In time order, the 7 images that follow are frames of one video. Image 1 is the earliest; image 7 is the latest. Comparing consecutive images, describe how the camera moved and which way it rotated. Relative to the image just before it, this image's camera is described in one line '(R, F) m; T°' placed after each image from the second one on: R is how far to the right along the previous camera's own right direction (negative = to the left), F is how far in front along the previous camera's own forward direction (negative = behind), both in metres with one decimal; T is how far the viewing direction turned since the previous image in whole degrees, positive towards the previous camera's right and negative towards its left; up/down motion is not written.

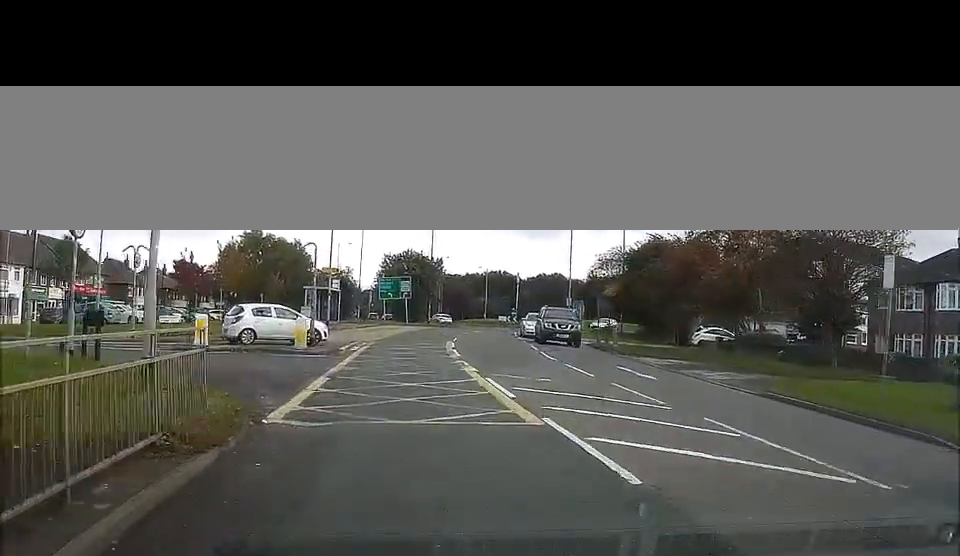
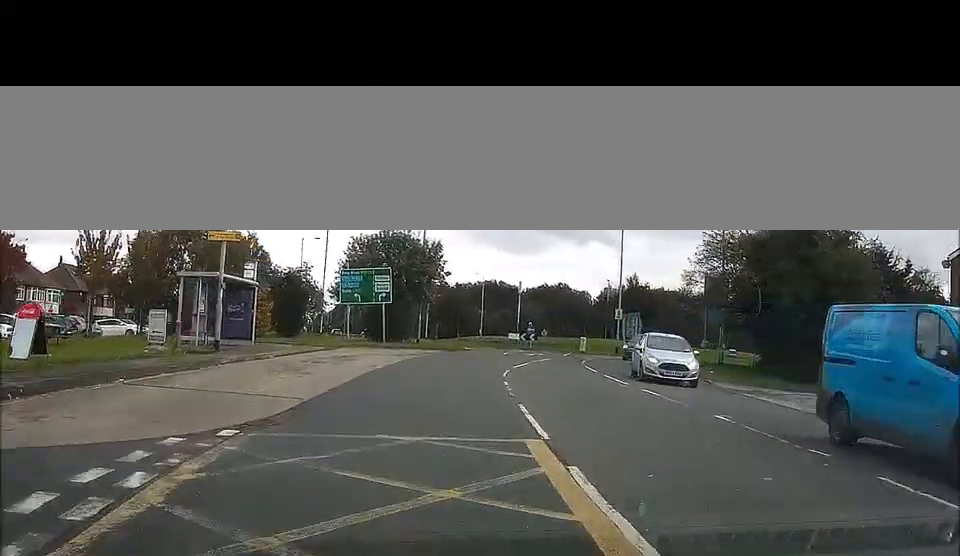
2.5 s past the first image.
(-0.4, +27.4) m; 0°
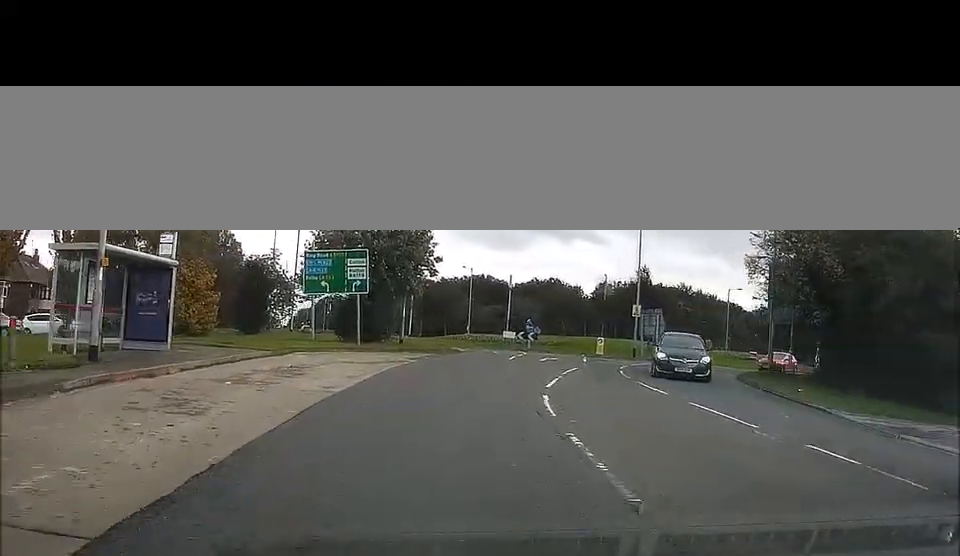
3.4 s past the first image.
(+0.2, +8.9) m; +4°
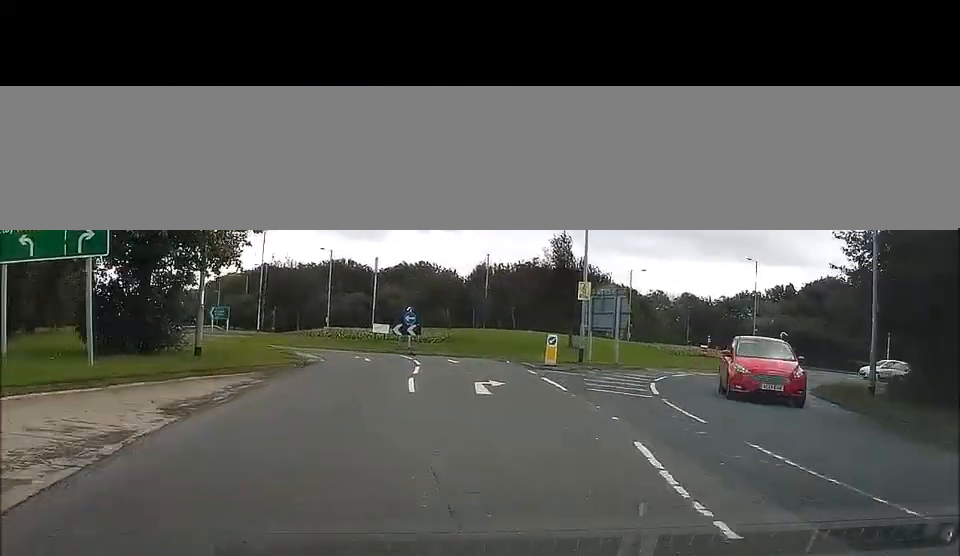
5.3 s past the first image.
(+1.6, +18.4) m; +8°
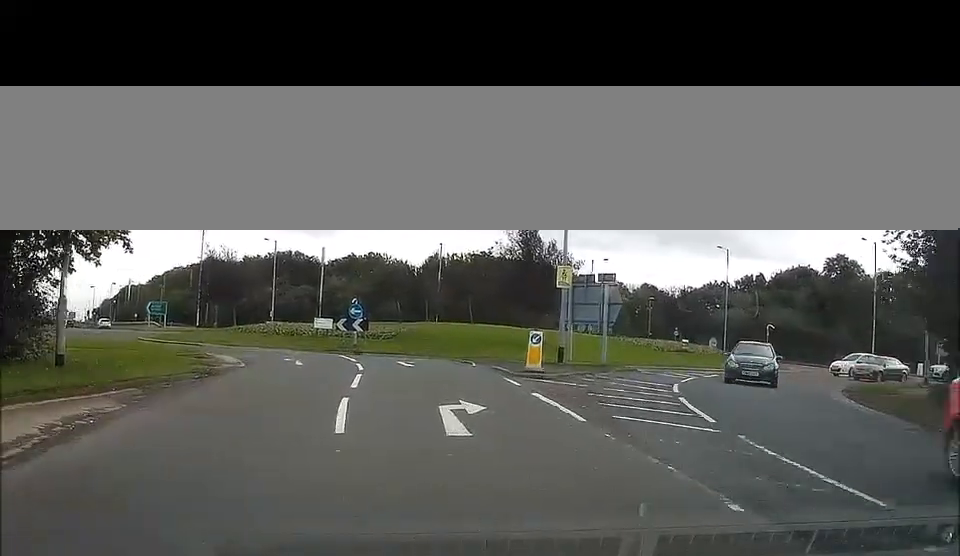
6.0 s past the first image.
(+0.1, +6.0) m; +2°
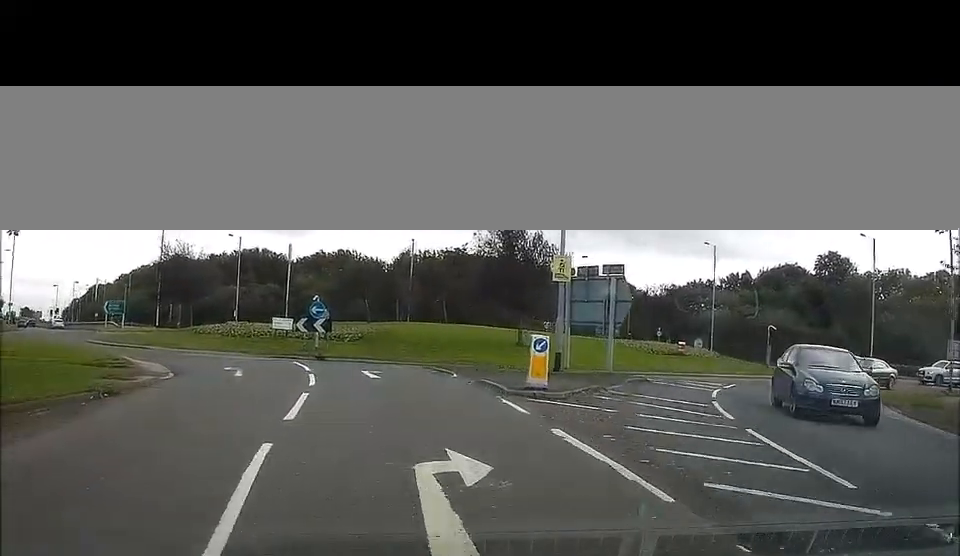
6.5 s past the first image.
(+0.1, +5.0) m; +2°
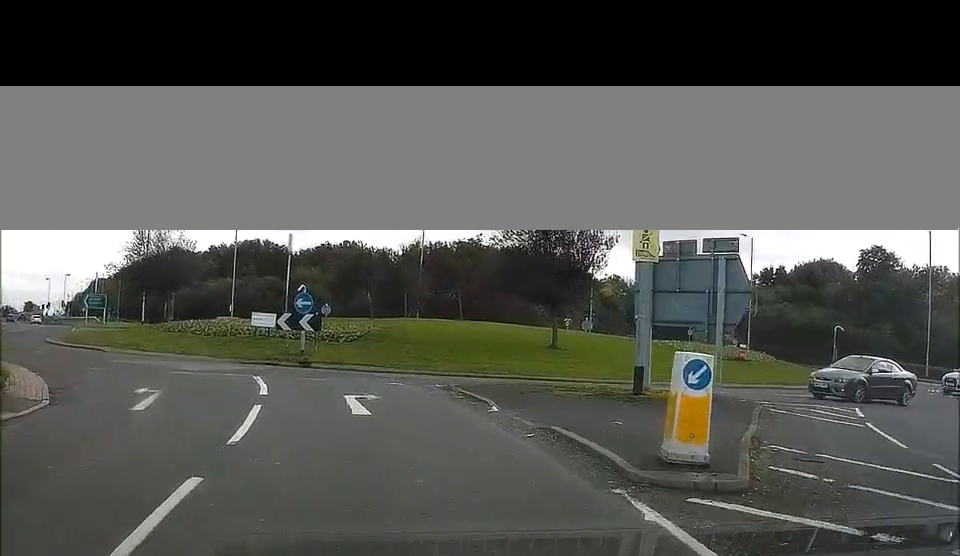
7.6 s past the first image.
(+0.2, +8.7) m; +4°
